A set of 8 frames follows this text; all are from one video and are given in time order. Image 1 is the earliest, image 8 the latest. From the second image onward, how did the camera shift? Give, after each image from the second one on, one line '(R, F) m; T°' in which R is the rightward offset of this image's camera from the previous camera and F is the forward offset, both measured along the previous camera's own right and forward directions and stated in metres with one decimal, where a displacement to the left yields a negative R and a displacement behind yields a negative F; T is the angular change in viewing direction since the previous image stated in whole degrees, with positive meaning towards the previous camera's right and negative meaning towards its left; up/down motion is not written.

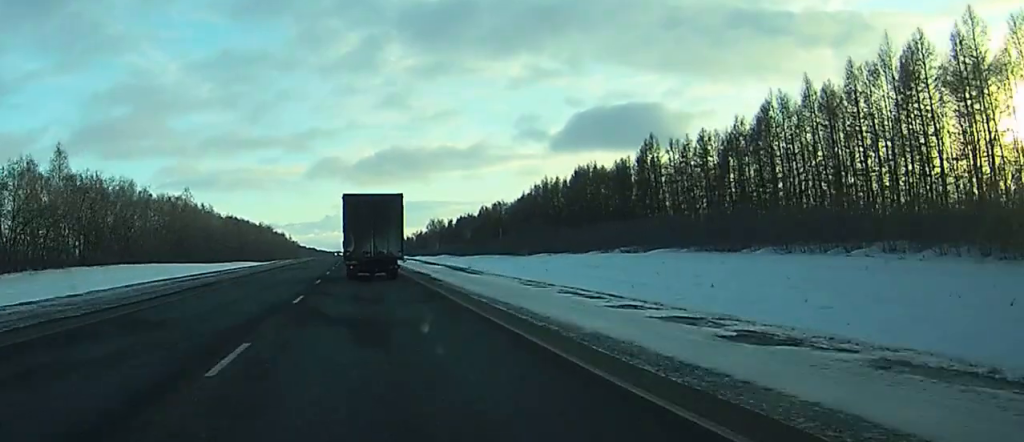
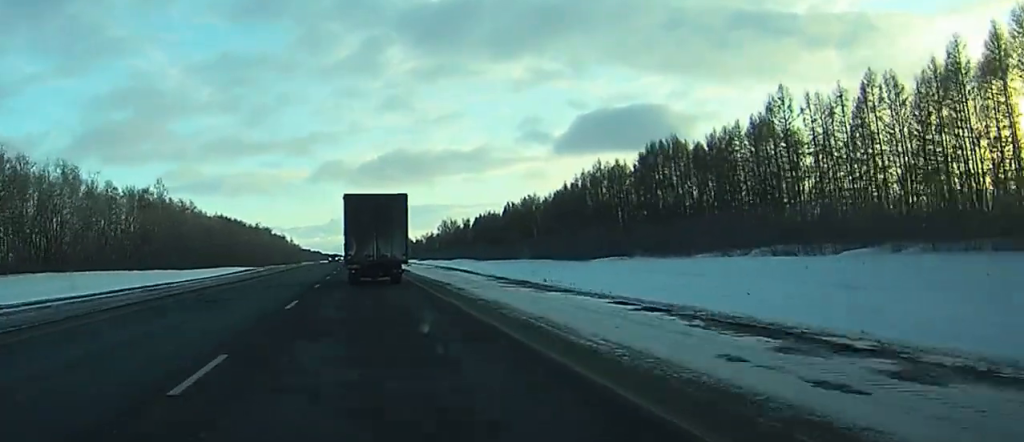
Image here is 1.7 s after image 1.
(0.0, +37.3) m; 0°
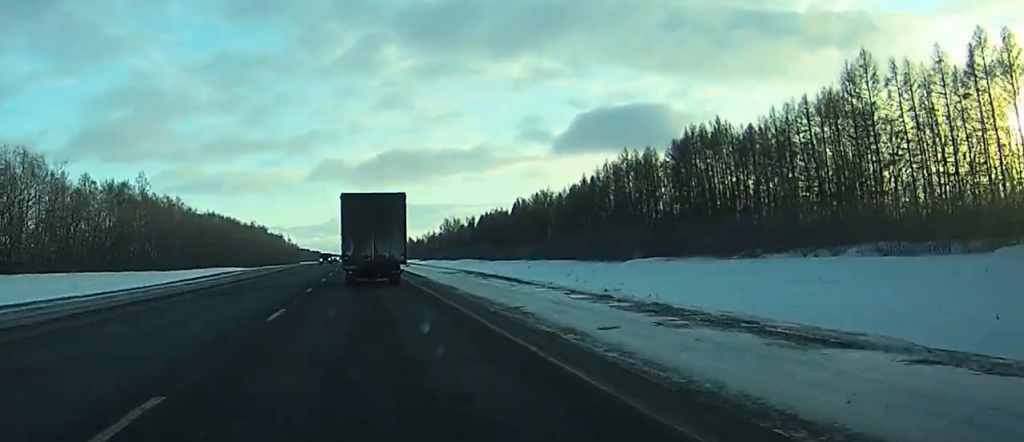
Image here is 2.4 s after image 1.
(-0.1, +15.1) m; 0°
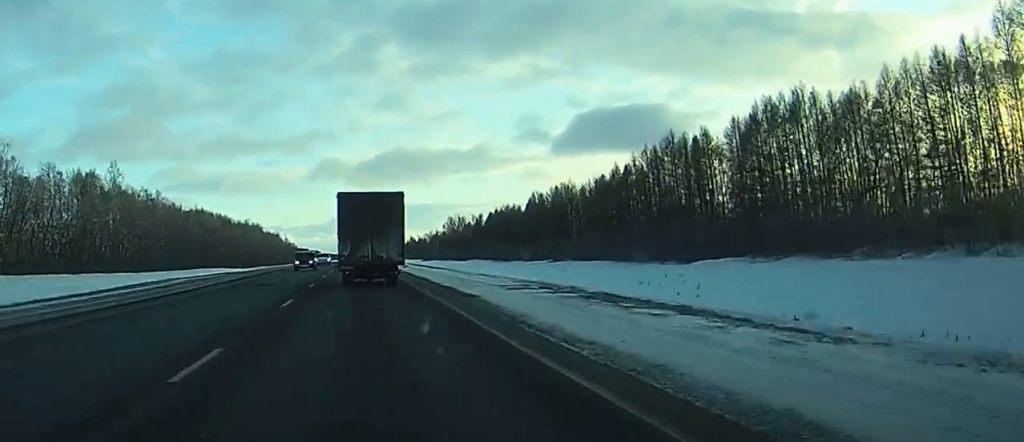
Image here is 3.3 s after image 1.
(0.0, +20.0) m; 0°
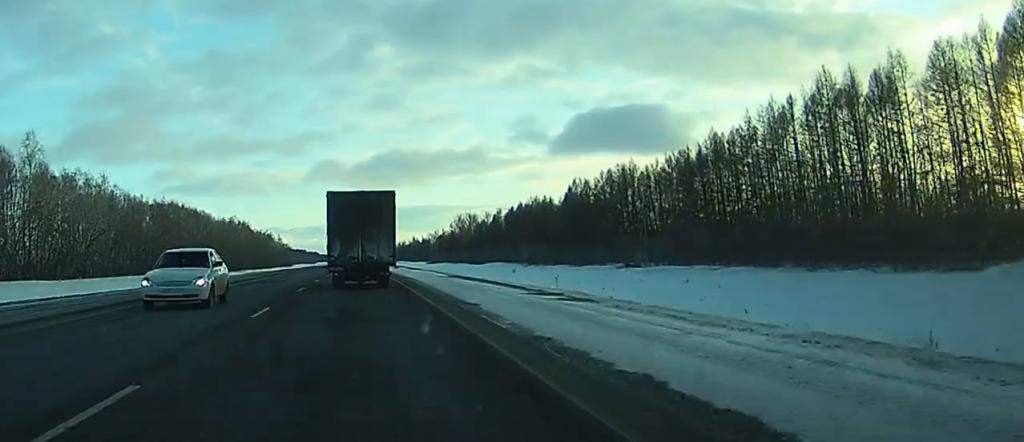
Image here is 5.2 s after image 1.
(+0.1, +39.6) m; 0°
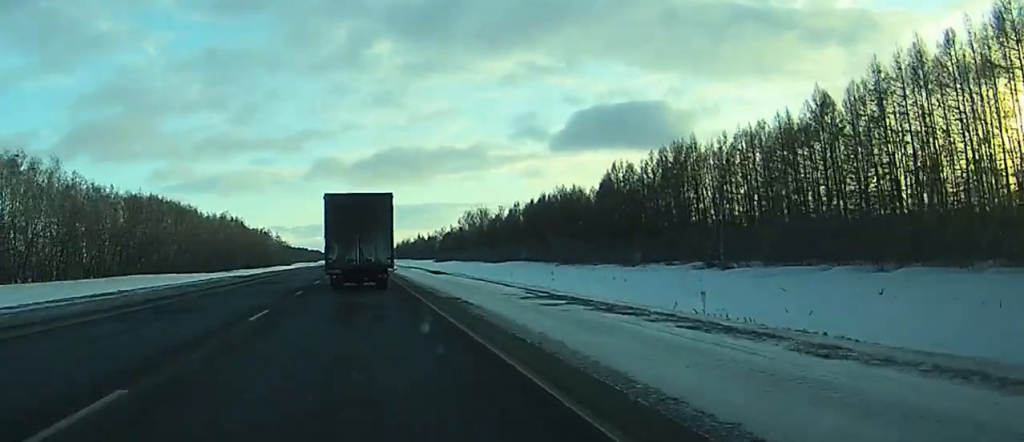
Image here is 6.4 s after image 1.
(-0.1, +24.4) m; 0°
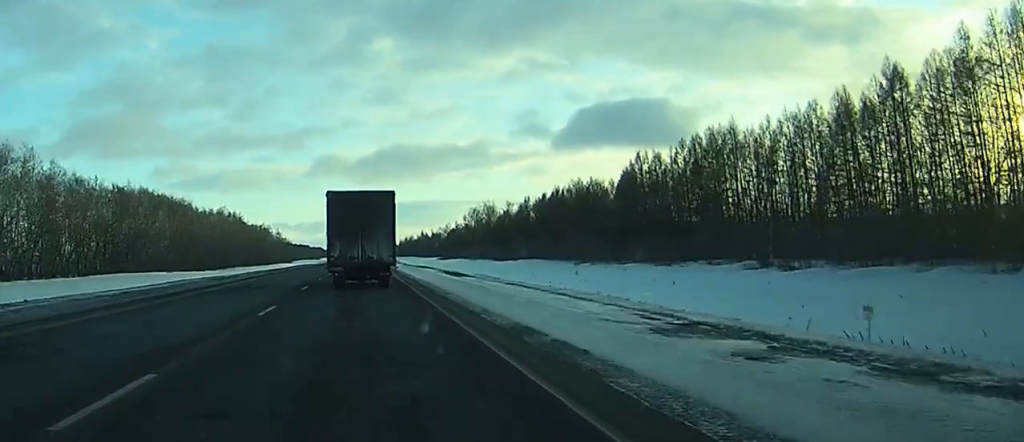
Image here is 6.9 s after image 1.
(0.0, +11.0) m; 0°
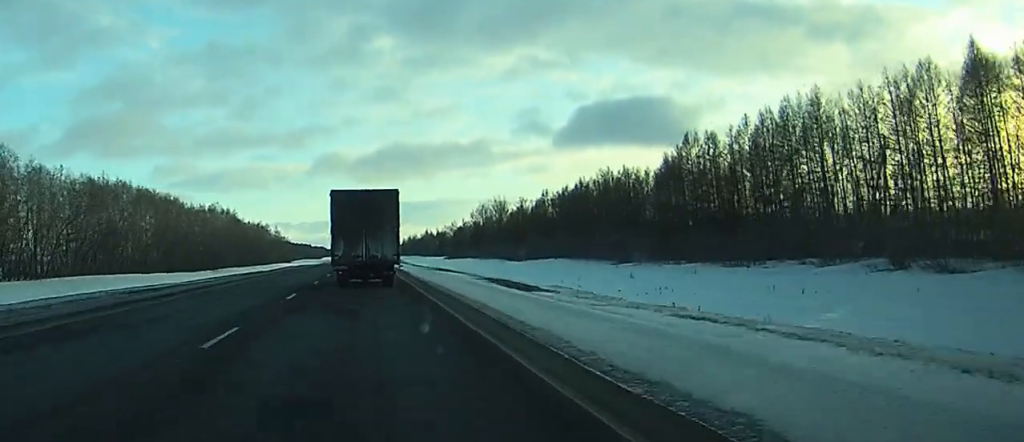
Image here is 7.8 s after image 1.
(0.0, +18.2) m; 0°
